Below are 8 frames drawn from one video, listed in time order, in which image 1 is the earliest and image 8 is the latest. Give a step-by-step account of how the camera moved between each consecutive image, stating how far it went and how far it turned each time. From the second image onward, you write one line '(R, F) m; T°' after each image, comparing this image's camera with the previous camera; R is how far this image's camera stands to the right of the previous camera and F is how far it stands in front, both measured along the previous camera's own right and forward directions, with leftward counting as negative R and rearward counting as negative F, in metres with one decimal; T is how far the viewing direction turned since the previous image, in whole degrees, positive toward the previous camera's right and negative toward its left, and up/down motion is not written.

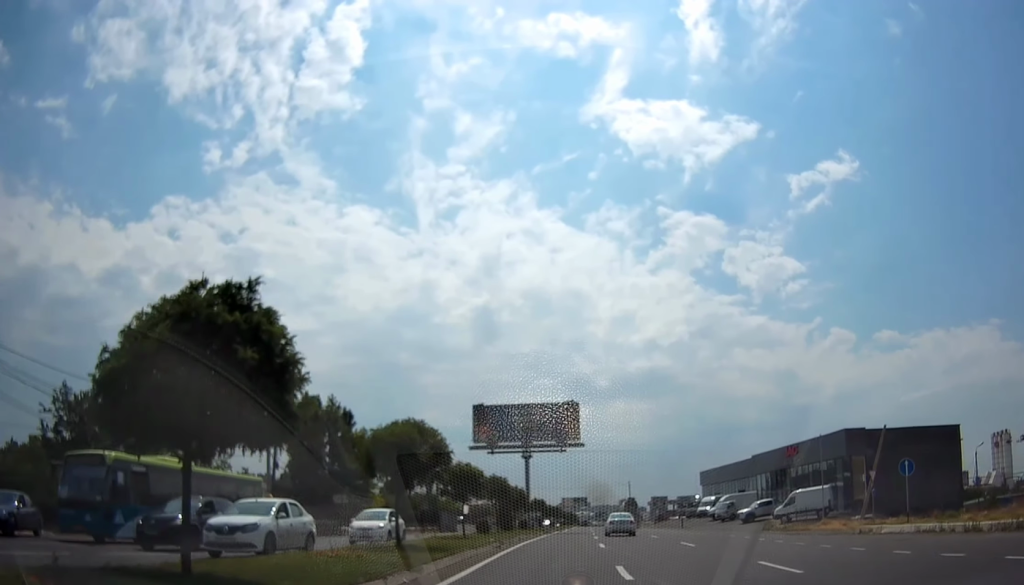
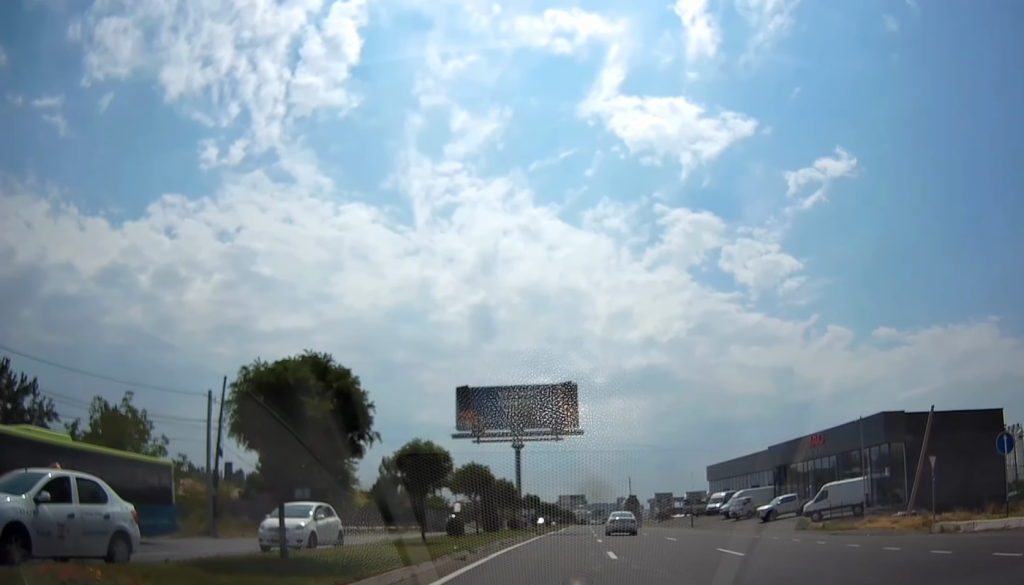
(0.0, +7.4) m; 0°
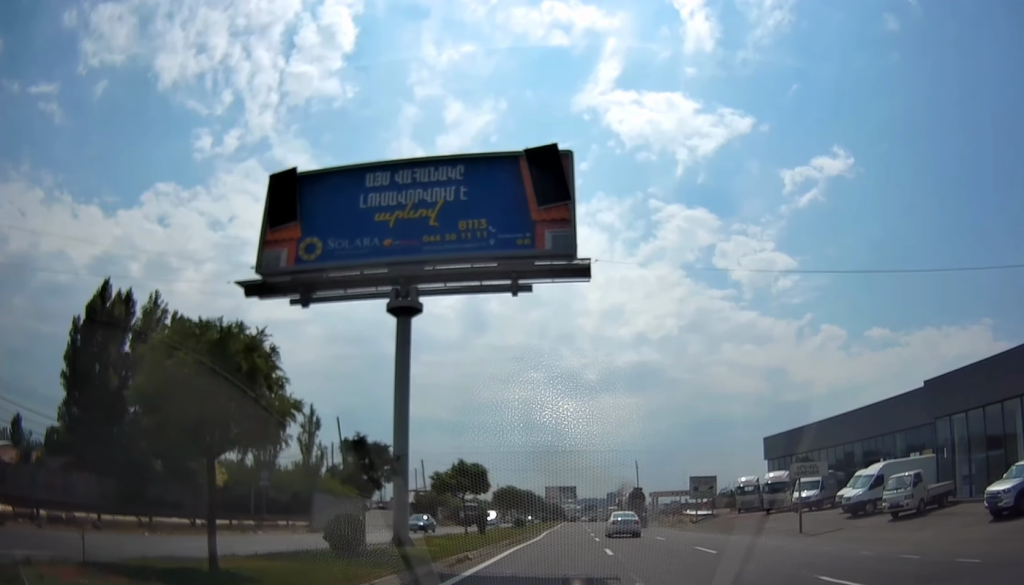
(+1.2, +33.7) m; +1°
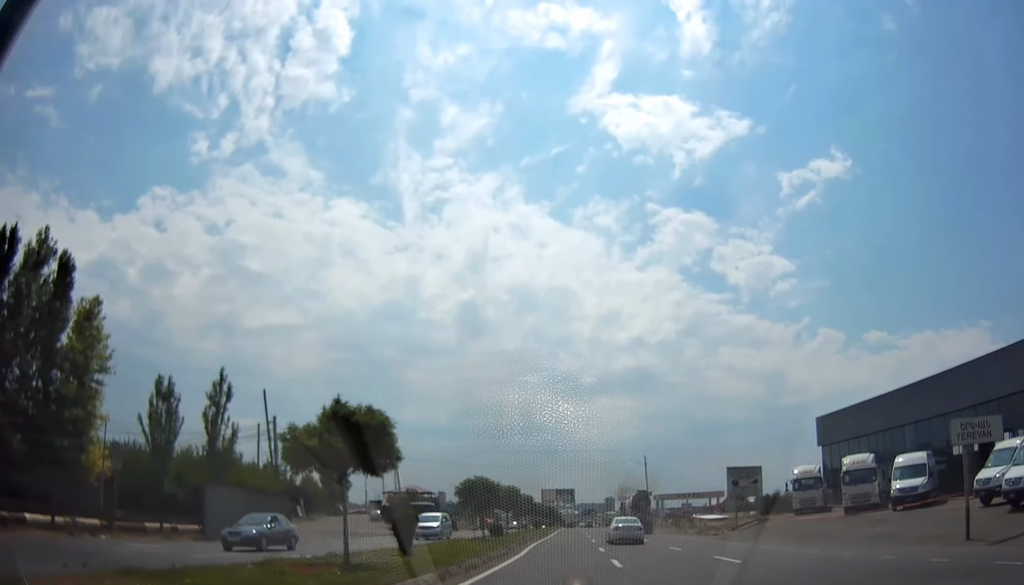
(-0.6, +15.0) m; 0°
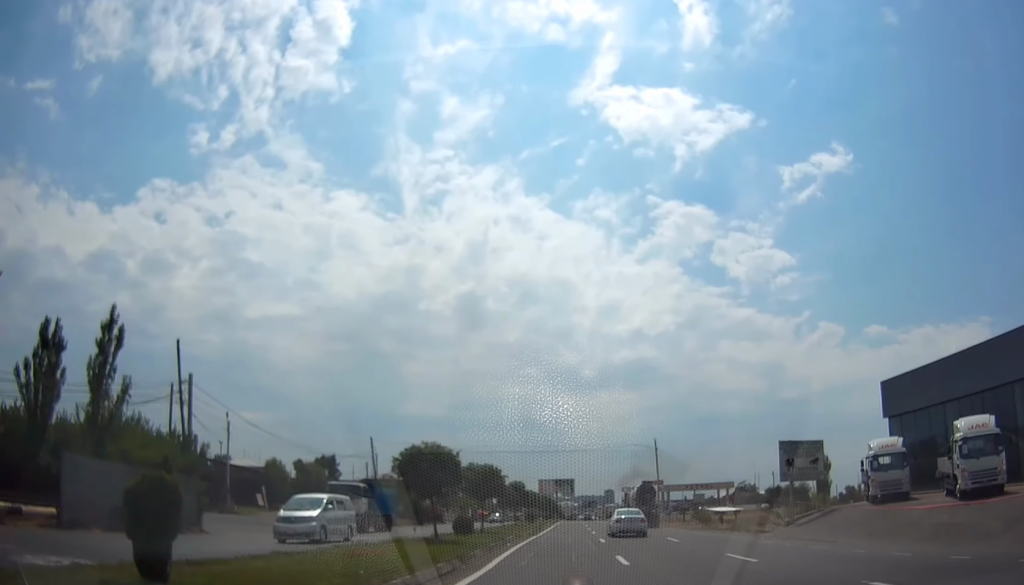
(+0.2, +11.4) m; 0°
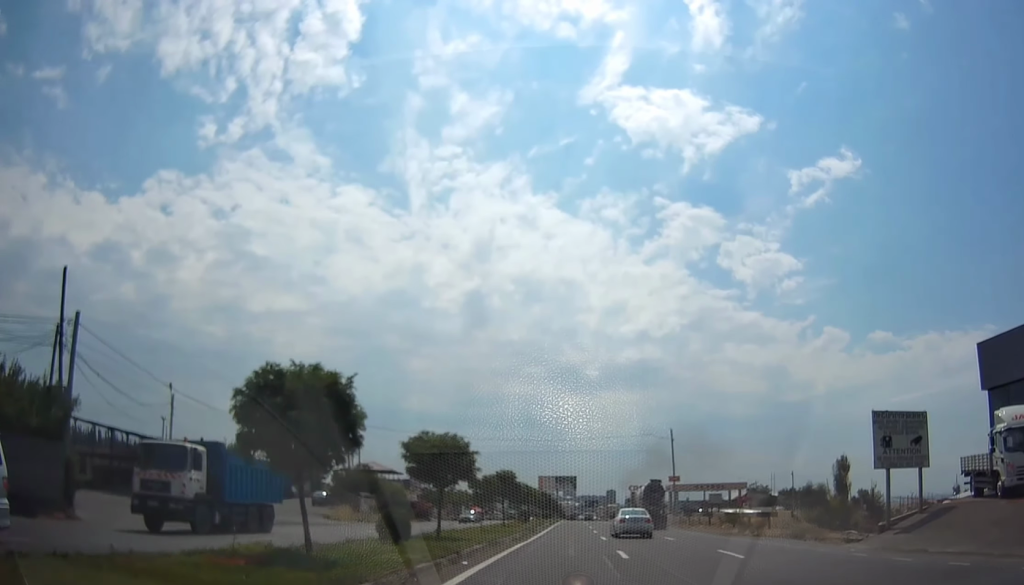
(+0.3, +10.5) m; 0°
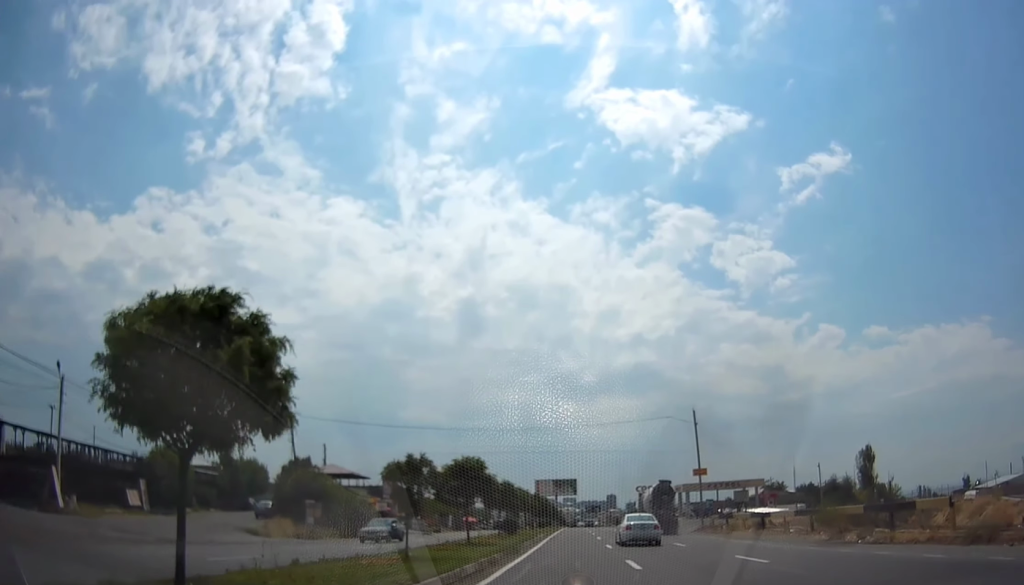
(-0.3, +13.9) m; -1°
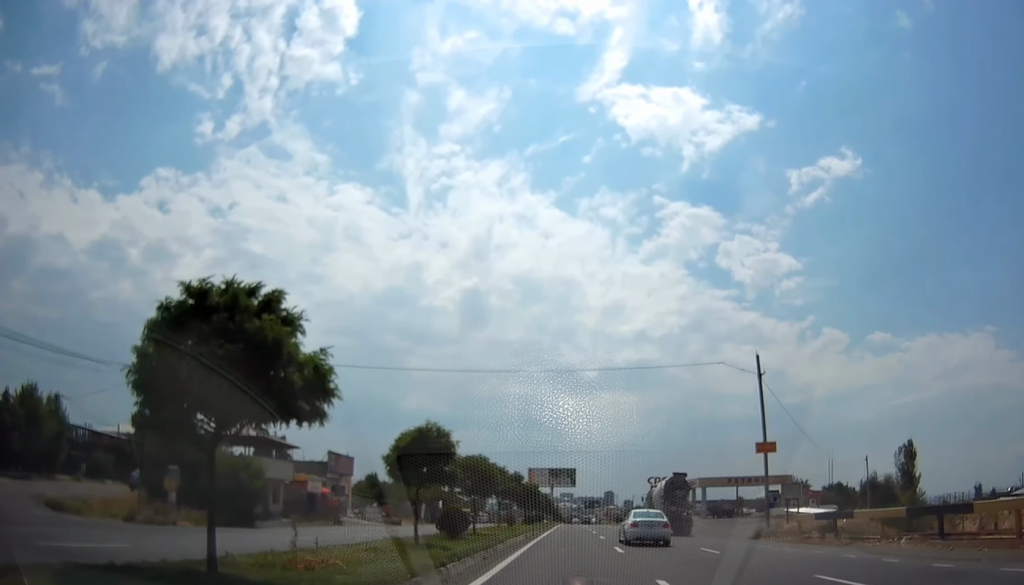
(+0.1, +19.0) m; 0°
